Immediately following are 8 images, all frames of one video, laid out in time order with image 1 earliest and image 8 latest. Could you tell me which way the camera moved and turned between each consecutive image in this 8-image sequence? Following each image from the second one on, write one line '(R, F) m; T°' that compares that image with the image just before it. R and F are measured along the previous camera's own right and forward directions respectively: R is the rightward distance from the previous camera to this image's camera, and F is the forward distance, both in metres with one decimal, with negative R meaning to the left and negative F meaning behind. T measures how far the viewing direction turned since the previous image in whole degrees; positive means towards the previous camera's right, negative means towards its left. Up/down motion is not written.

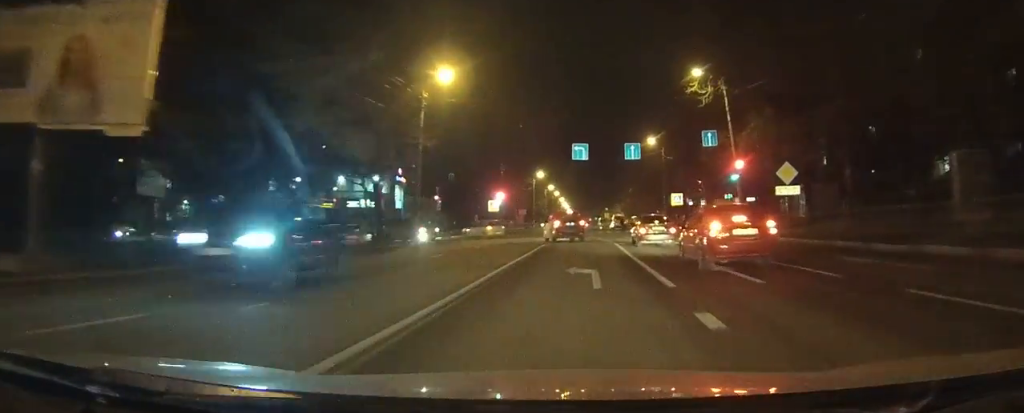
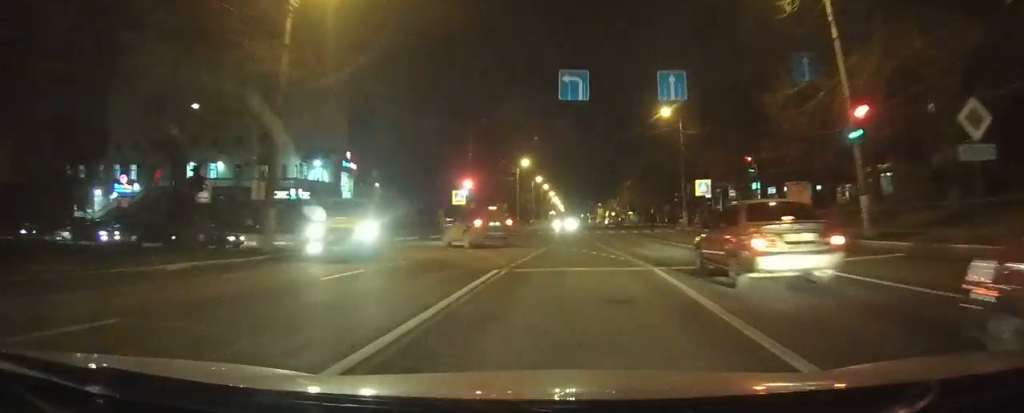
(+0.9, +13.9) m; -3°
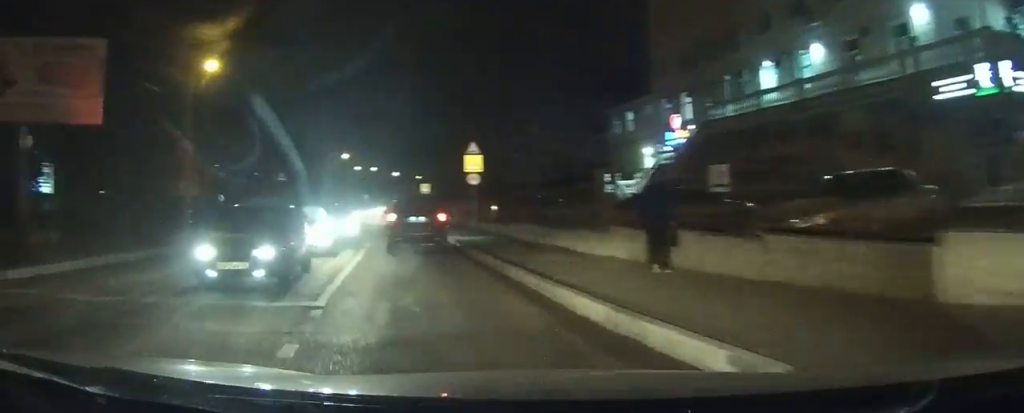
(-20.6, +36.9) m; -68°
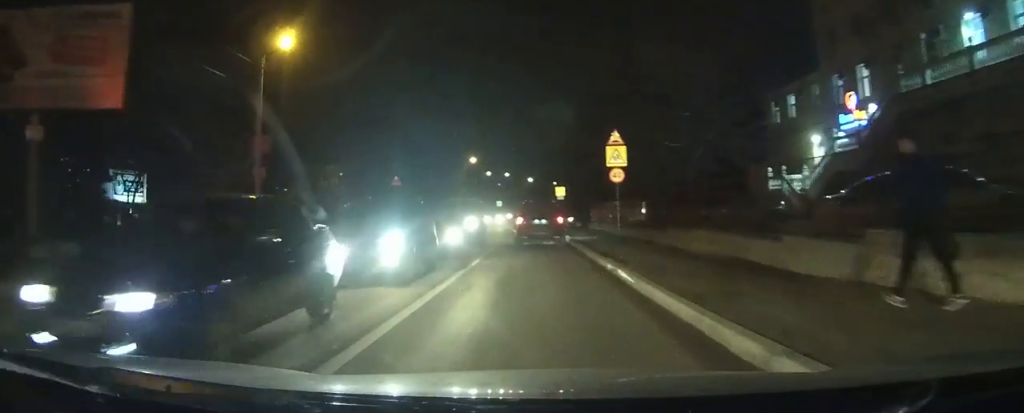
(-1.4, +9.1) m; -8°
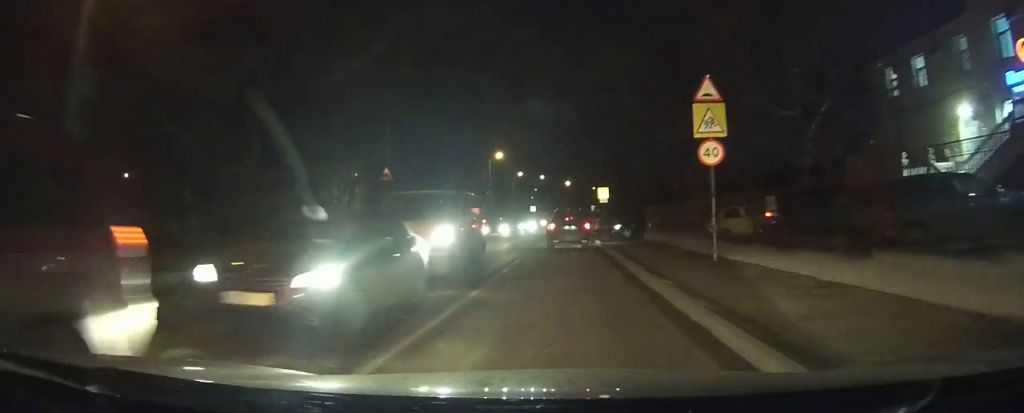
(-1.8, +12.7) m; -5°
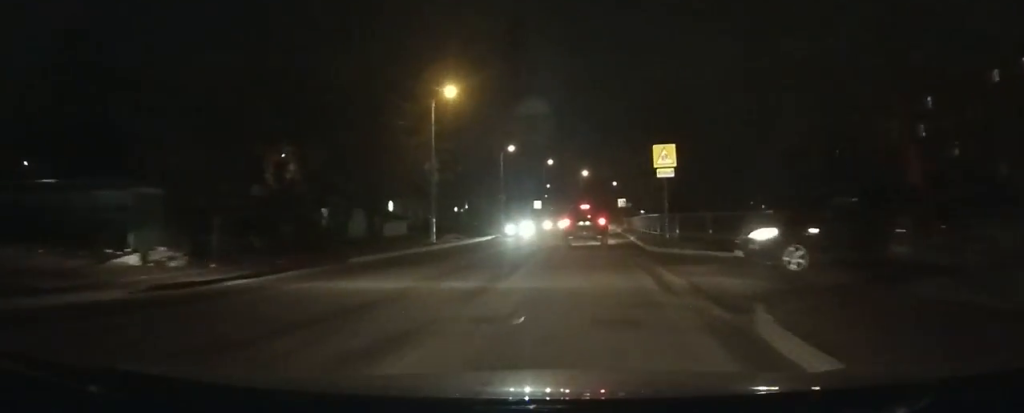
(-0.6, +24.6) m; -2°
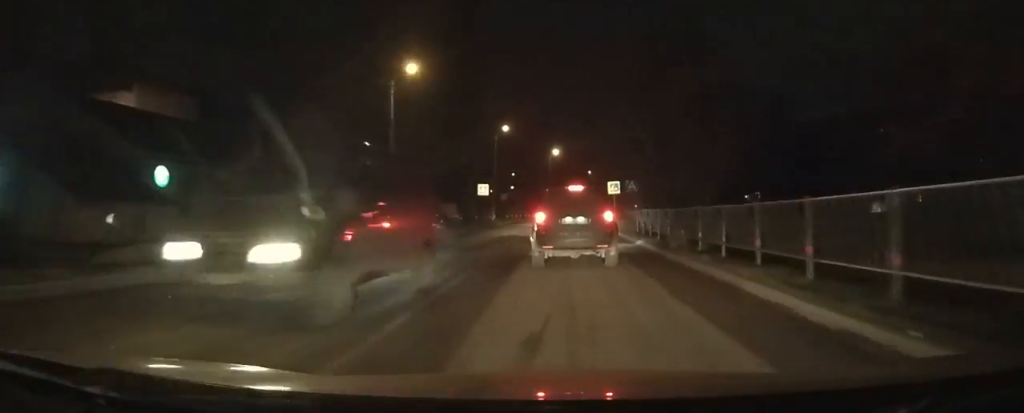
(-0.1, +19.4) m; -2°
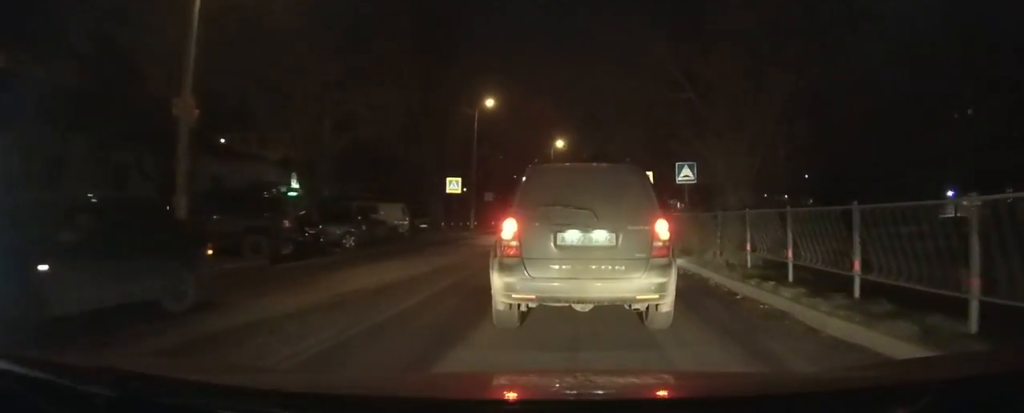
(-0.8, +19.2) m; -1°
